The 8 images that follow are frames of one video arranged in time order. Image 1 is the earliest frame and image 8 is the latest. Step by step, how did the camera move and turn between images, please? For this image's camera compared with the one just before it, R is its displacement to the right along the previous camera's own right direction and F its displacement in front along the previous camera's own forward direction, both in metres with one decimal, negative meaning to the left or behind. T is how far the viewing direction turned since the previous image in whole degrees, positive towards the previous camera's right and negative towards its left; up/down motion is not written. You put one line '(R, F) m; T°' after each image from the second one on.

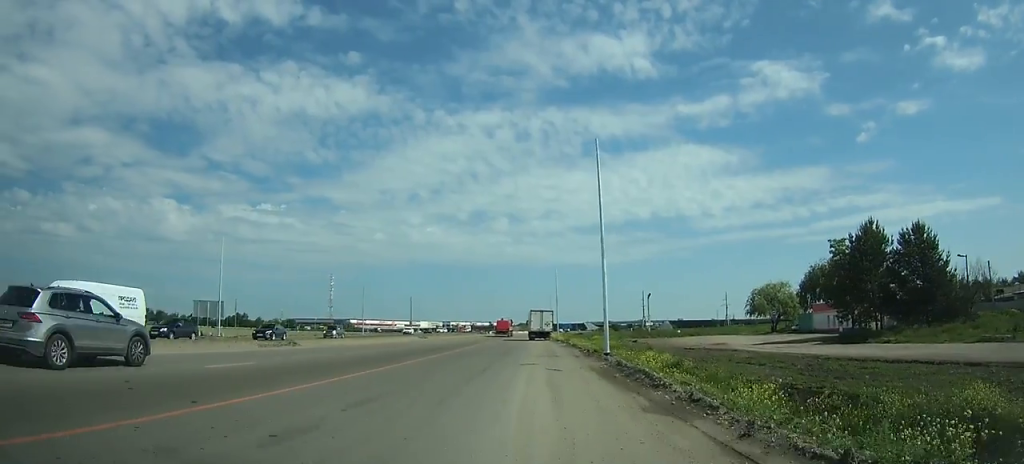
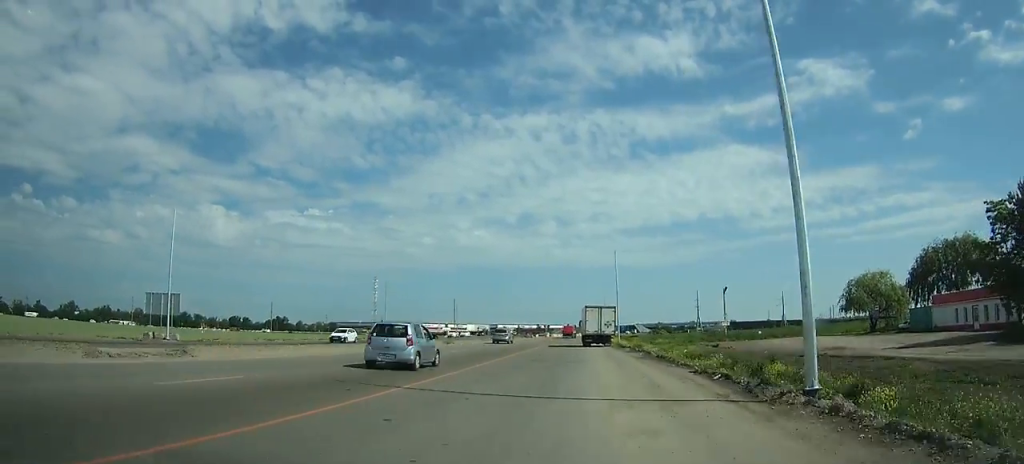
(-0.8, +24.0) m; -4°
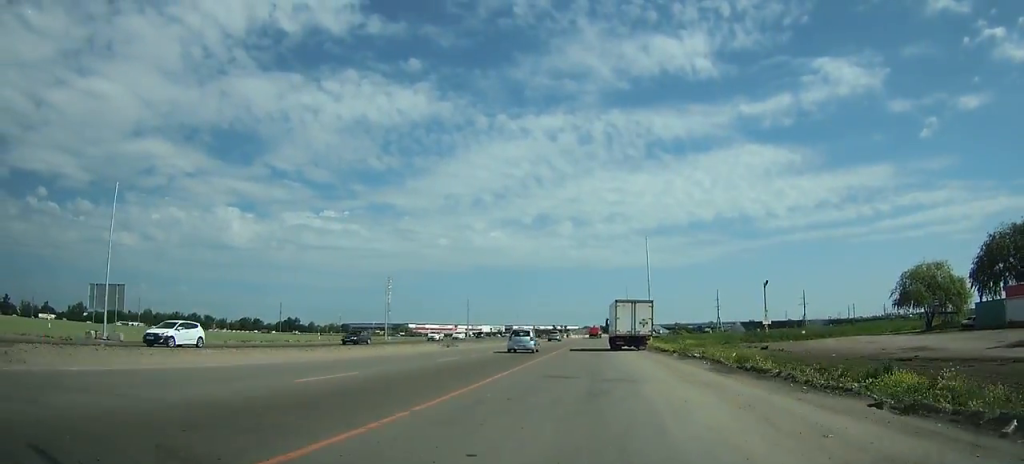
(-0.5, +11.9) m; -1°
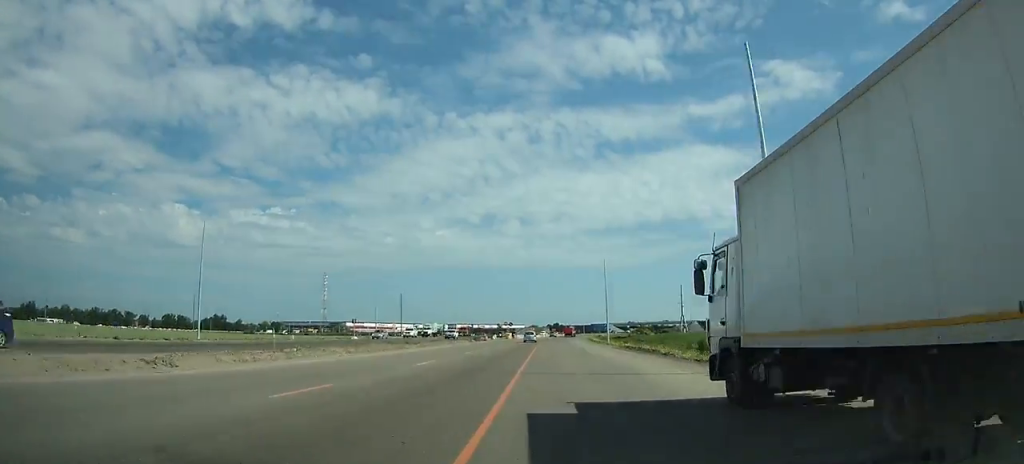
(-0.3, +40.0) m; +1°
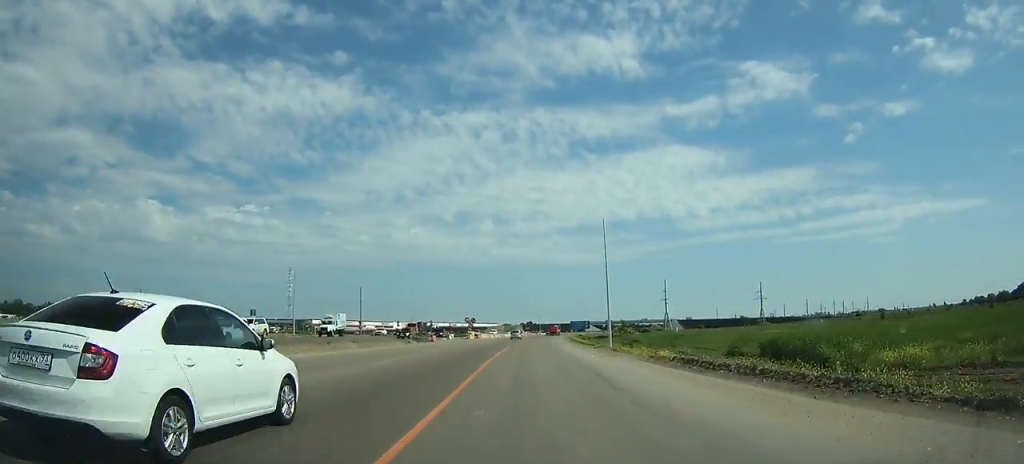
(+0.7, +26.2) m; +1°
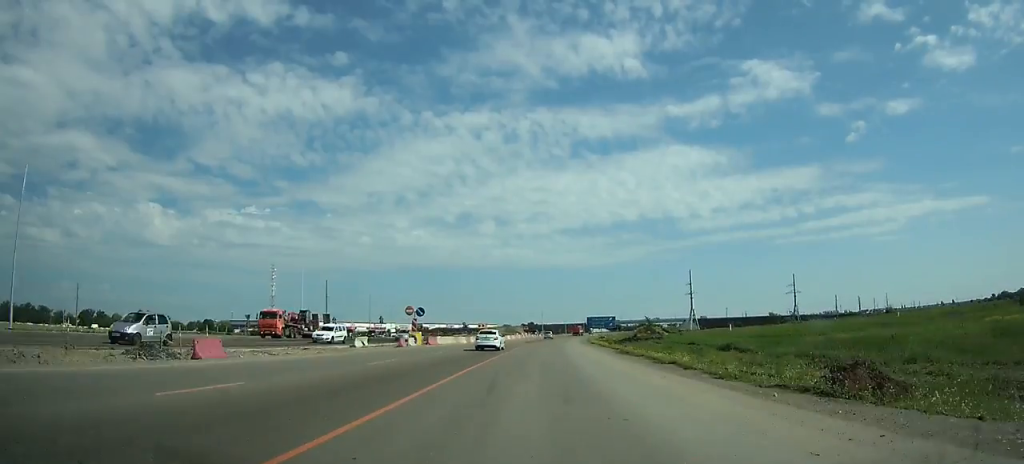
(+0.3, +47.0) m; +1°
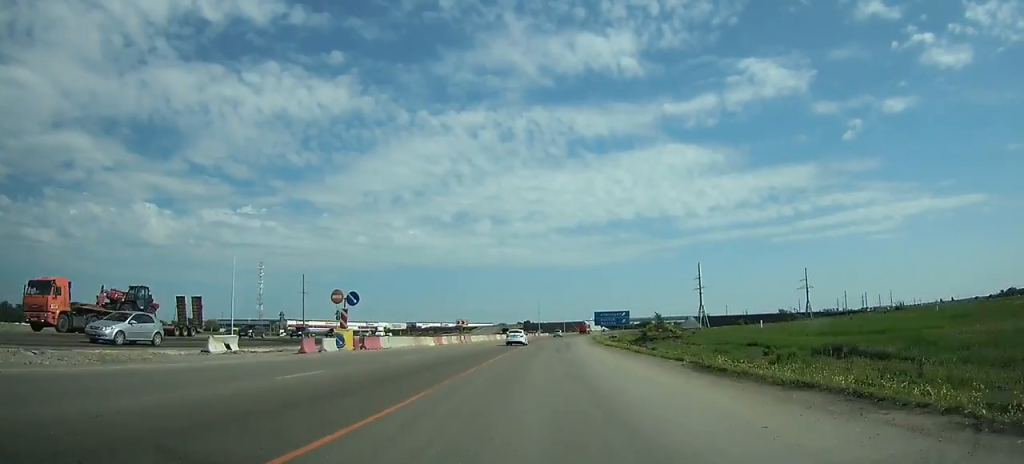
(+0.2, +19.8) m; +1°
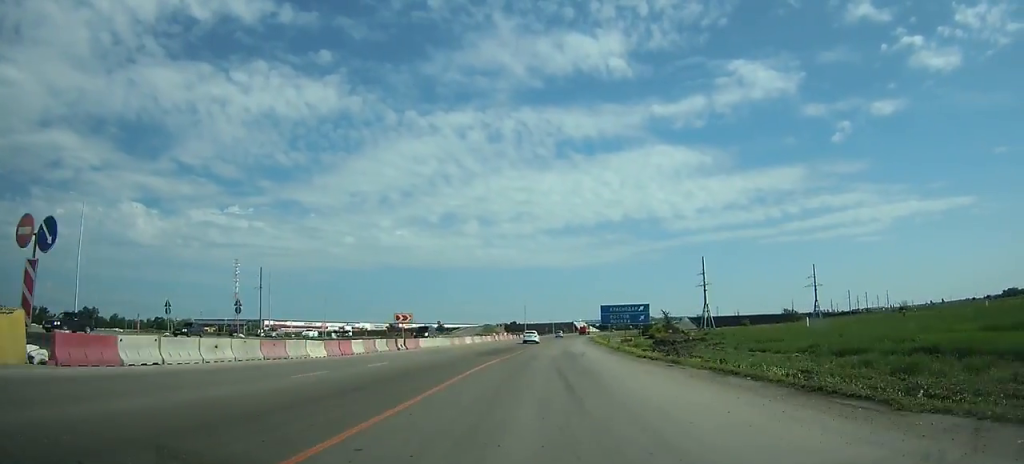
(0.0, +22.9) m; +1°
